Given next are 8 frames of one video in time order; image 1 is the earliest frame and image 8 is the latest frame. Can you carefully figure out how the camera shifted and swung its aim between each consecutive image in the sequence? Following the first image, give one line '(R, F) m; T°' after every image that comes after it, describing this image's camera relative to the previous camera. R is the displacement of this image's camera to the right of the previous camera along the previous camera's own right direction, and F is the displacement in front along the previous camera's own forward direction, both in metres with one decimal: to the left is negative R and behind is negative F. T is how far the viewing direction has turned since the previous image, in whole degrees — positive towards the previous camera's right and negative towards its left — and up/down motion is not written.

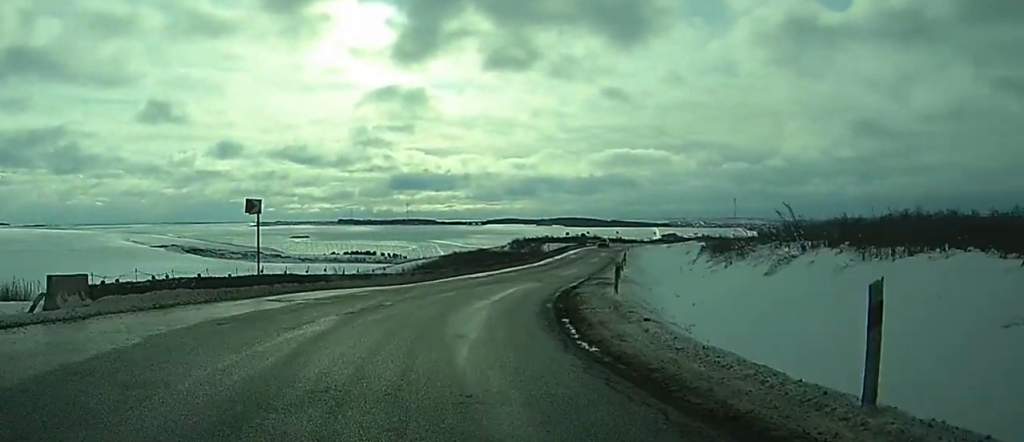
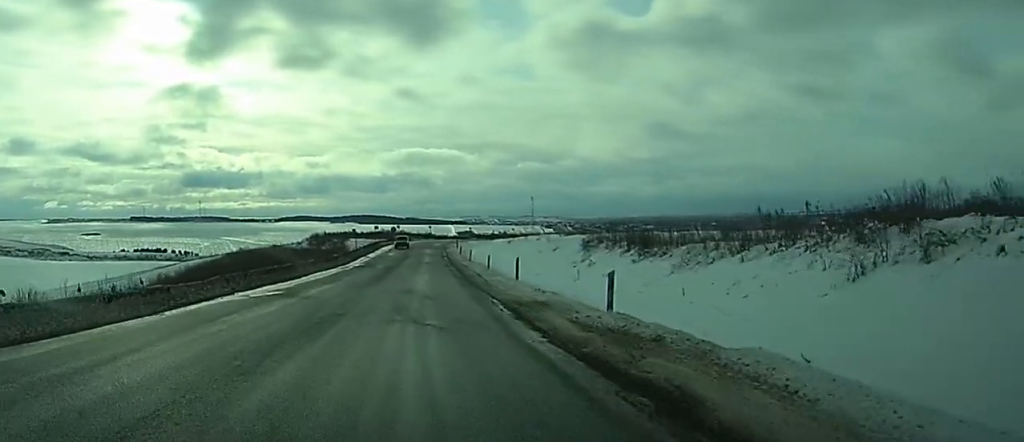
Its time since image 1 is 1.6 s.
(+2.5, +22.9) m; +9°
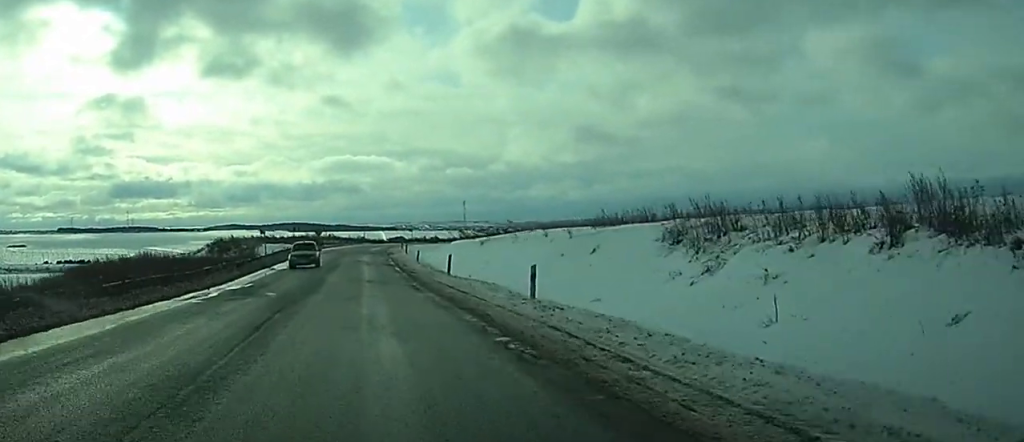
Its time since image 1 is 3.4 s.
(+1.3, +27.3) m; +6°
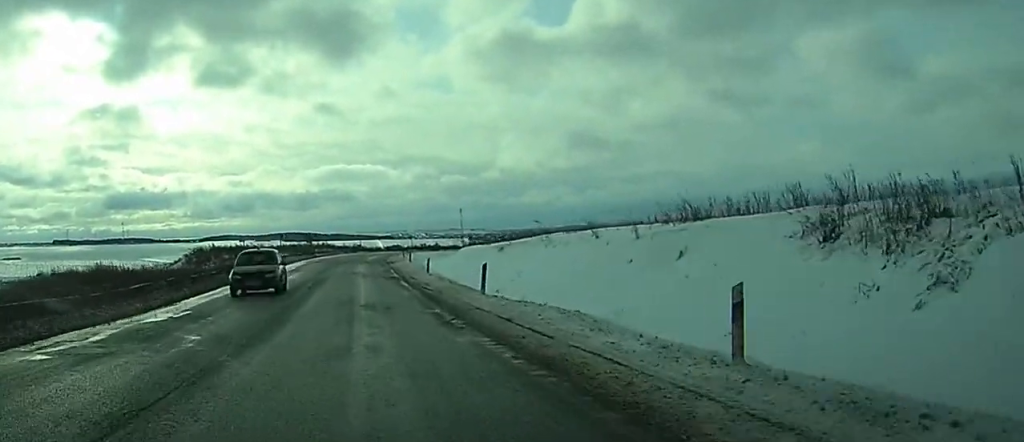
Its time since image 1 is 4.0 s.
(+0.1, +10.4) m; +1°
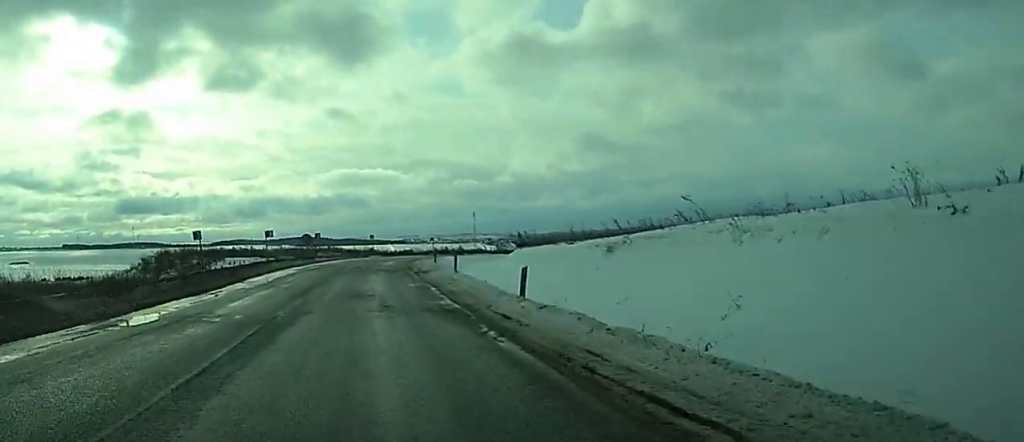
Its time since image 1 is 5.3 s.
(+0.2, +21.0) m; +1°
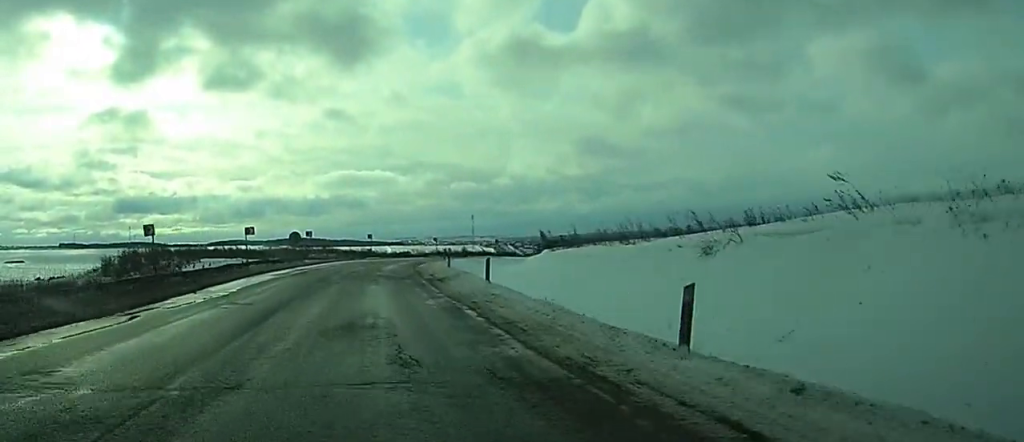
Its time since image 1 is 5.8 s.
(0.0, +9.4) m; 0°
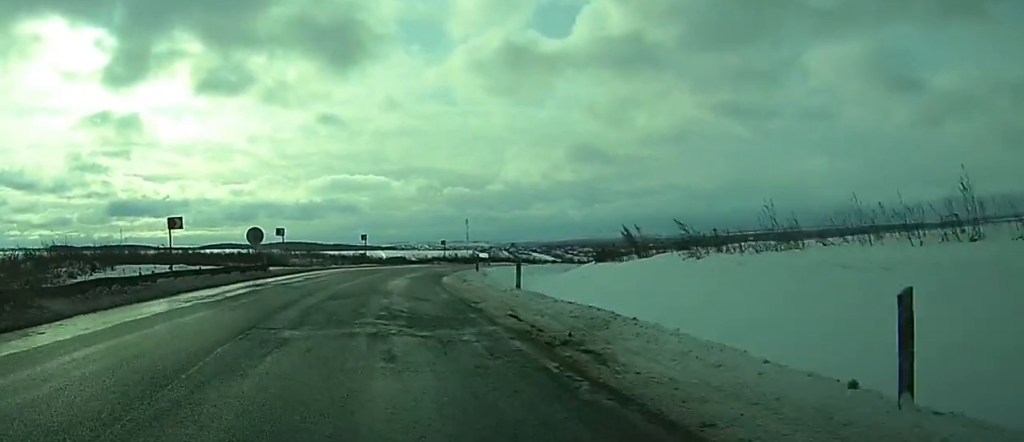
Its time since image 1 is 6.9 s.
(0.0, +19.5) m; 0°
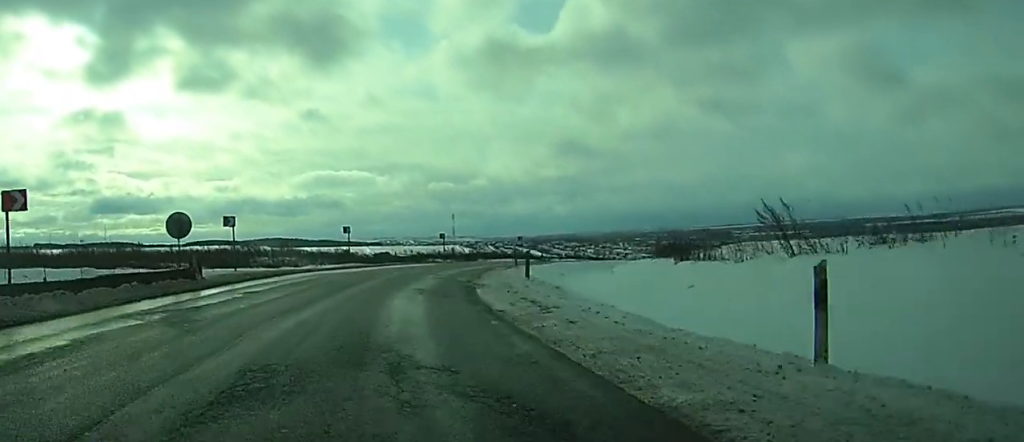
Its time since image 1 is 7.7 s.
(0.0, +14.7) m; +1°
